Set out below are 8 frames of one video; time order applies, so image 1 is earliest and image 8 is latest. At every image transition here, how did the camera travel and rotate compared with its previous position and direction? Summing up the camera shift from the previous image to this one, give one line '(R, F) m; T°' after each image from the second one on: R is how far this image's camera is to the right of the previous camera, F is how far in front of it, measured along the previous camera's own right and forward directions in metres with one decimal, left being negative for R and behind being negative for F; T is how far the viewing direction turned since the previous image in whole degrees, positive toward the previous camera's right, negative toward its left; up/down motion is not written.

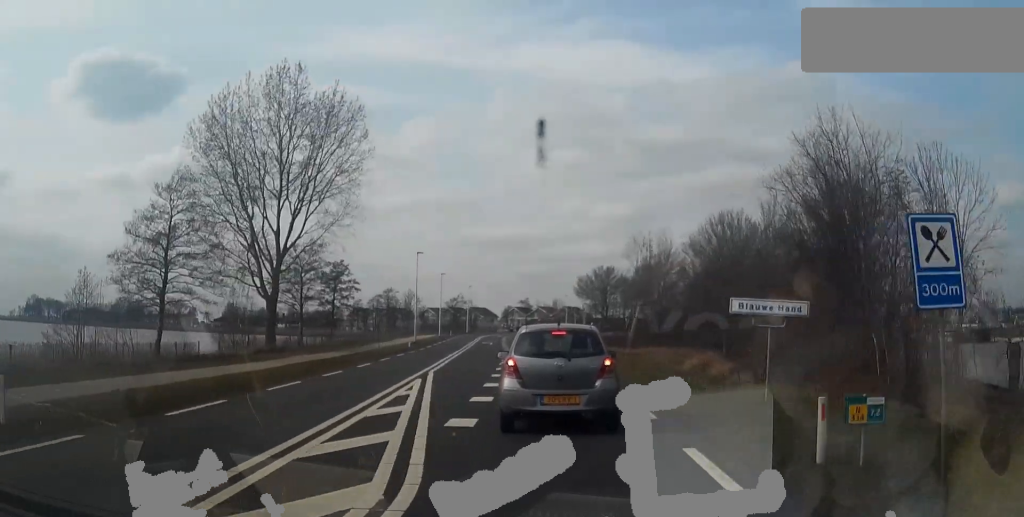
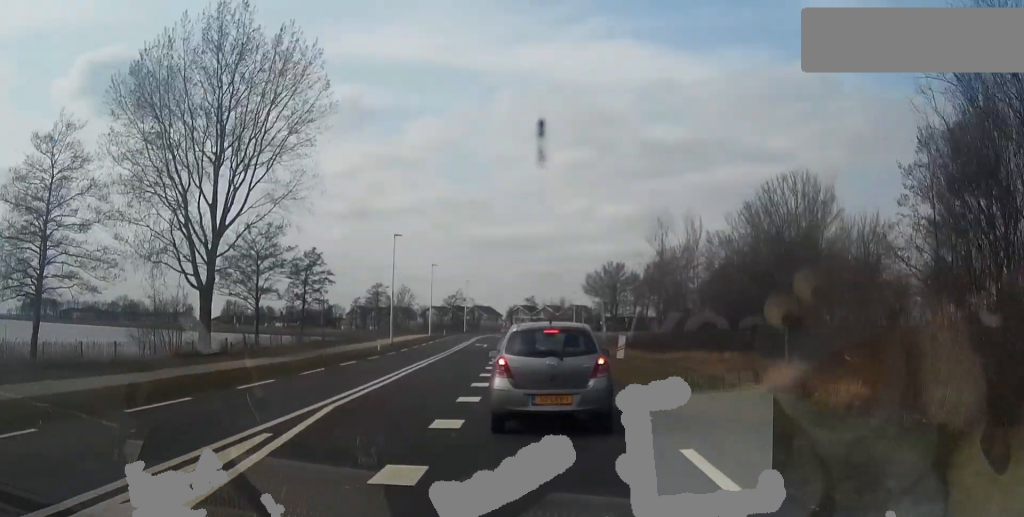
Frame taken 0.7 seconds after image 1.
(0.0, +12.1) m; 0°
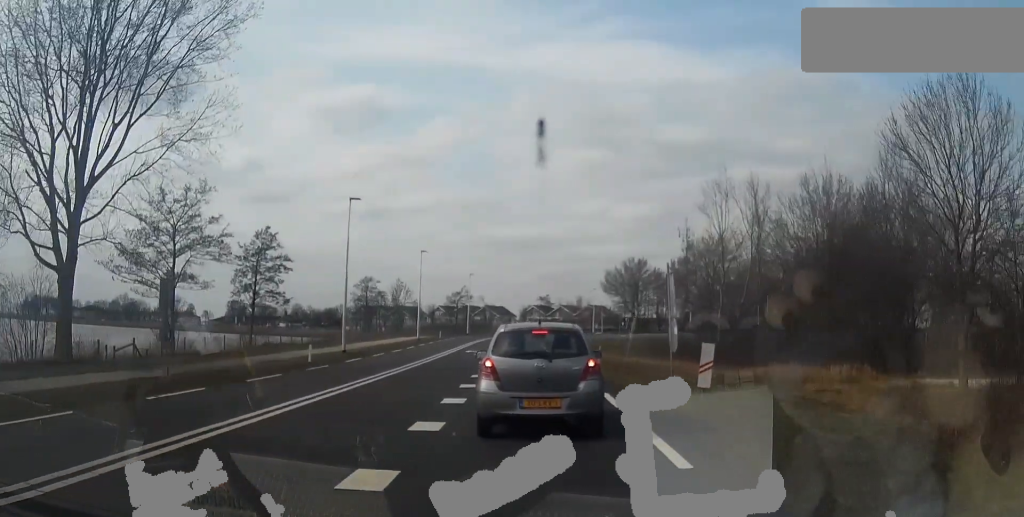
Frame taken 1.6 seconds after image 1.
(-0.1, +16.0) m; -1°
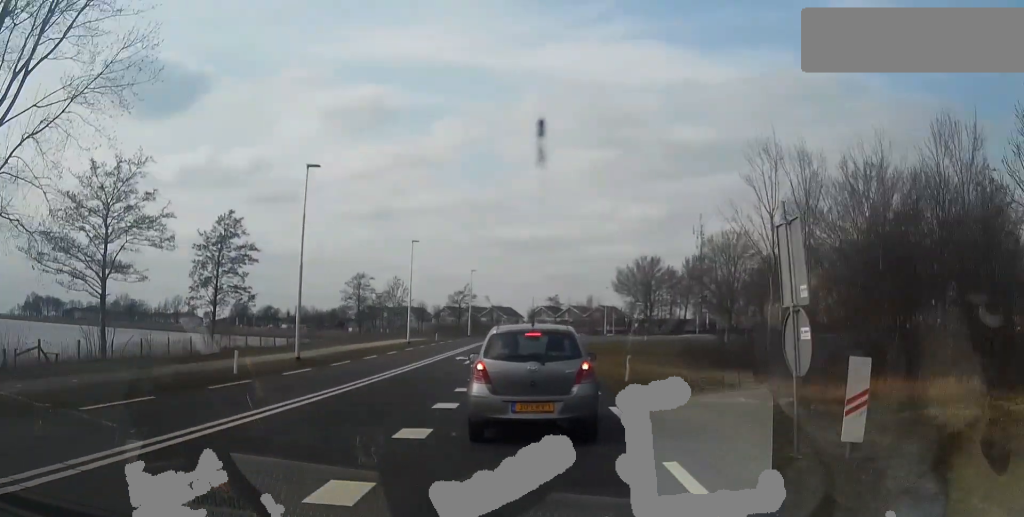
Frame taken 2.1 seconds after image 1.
(-0.1, +8.4) m; -1°
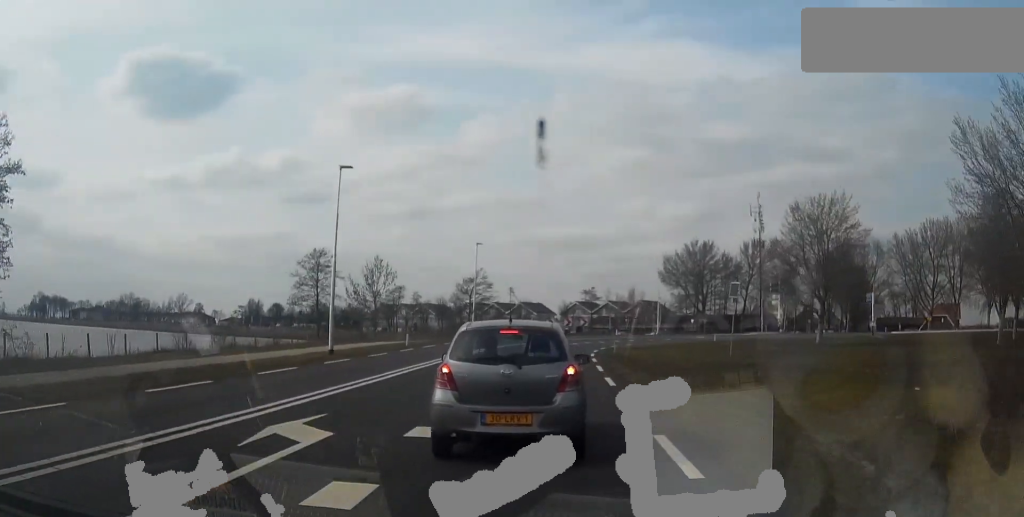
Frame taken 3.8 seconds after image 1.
(-0.6, +27.7) m; -2°
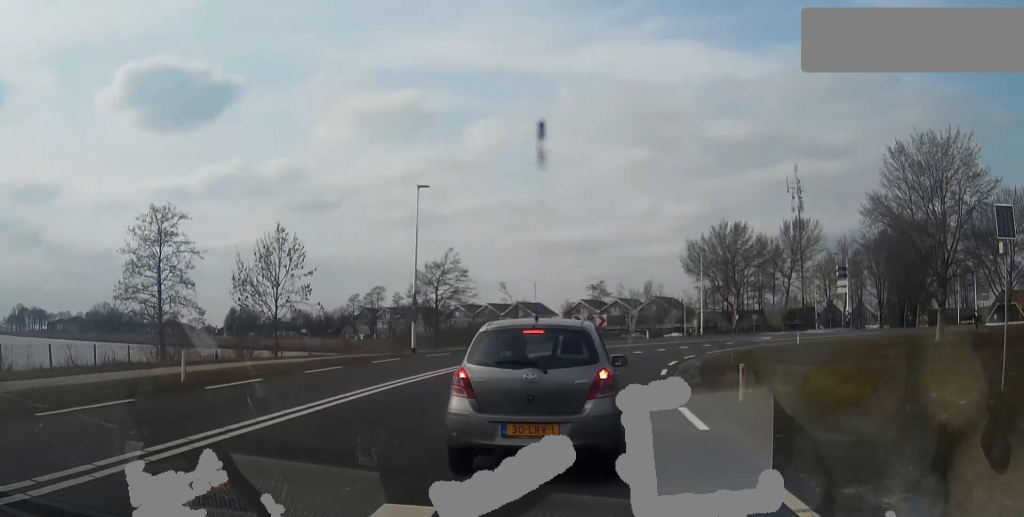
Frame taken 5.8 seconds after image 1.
(-0.2, +28.6) m; +1°
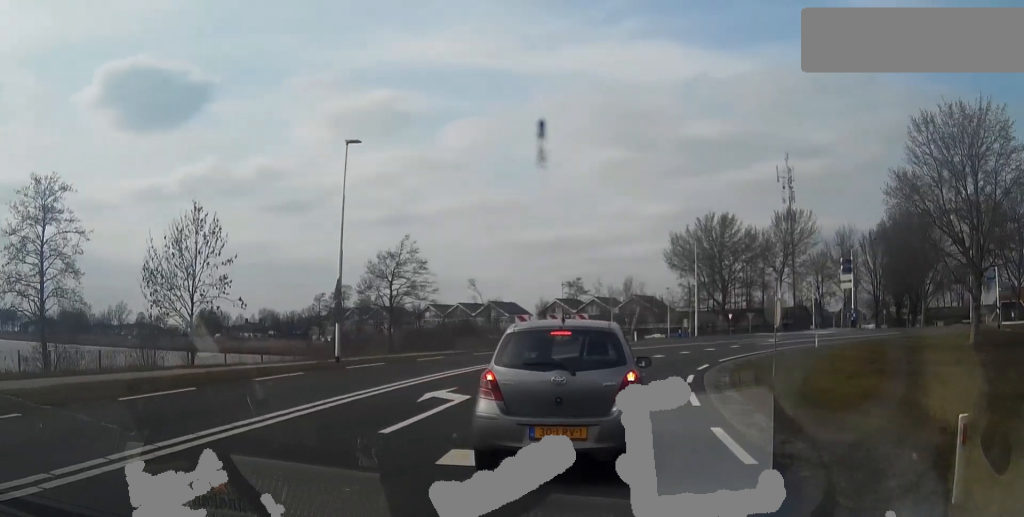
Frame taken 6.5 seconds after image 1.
(+0.1, +9.4) m; +2°
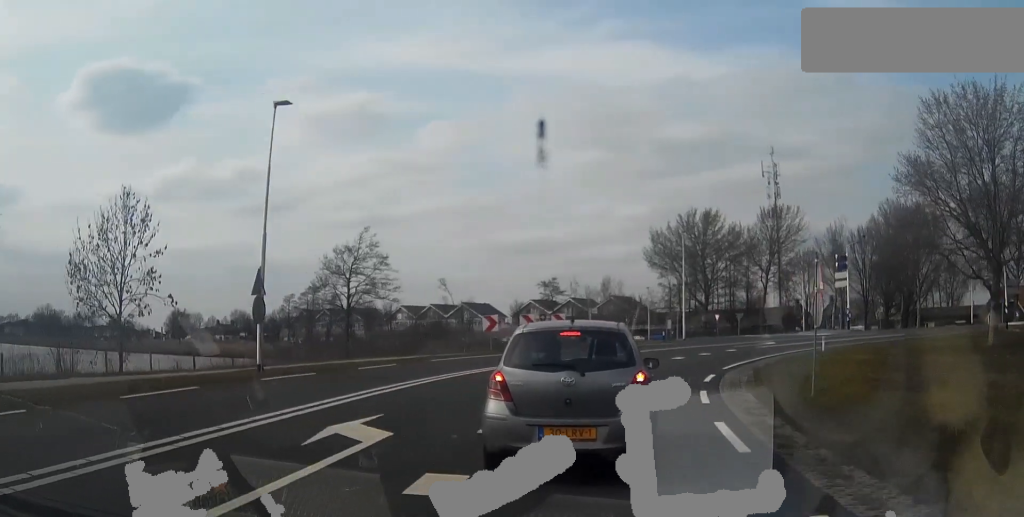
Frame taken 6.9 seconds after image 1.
(+0.2, +5.5) m; +2°
